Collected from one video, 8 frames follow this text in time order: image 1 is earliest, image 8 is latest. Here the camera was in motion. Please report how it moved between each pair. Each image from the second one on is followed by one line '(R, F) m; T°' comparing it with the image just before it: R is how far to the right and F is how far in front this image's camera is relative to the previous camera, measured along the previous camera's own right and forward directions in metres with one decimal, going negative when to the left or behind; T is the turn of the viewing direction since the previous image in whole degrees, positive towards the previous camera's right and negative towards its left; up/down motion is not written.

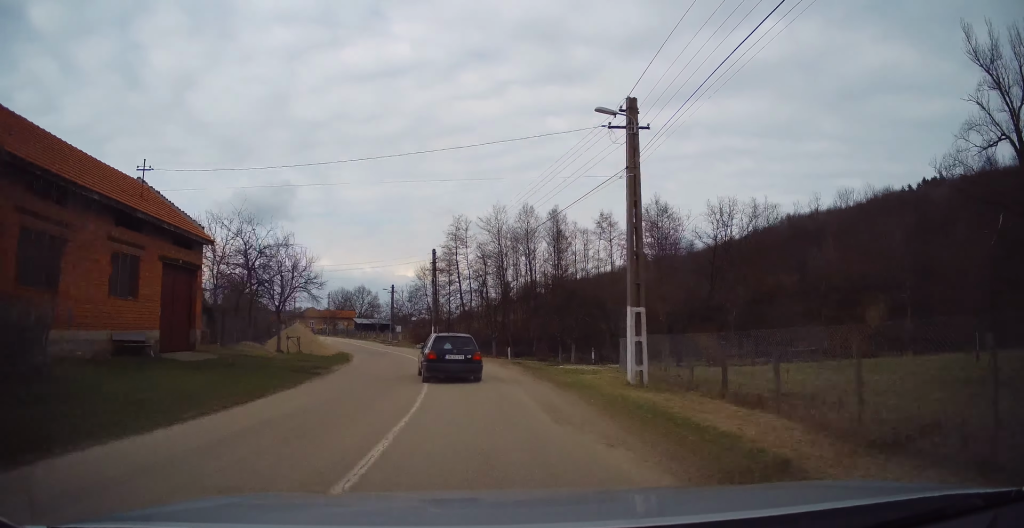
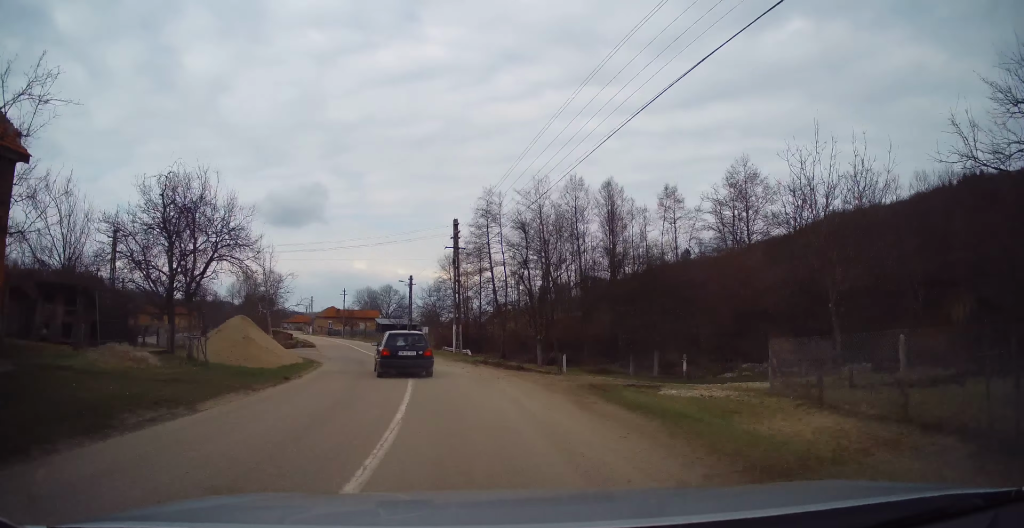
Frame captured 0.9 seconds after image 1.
(+0.3, +12.0) m; -1°
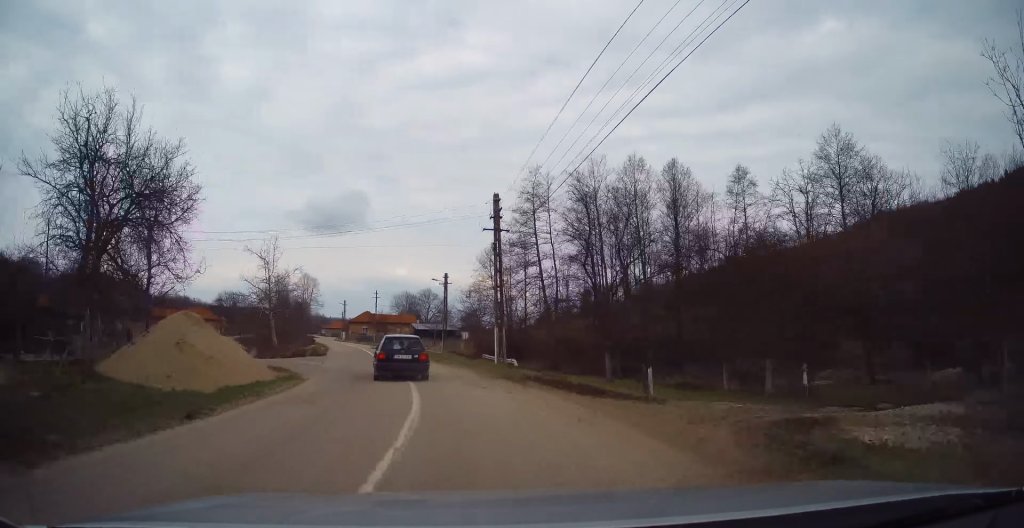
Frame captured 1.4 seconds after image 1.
(-0.1, +7.1) m; -3°
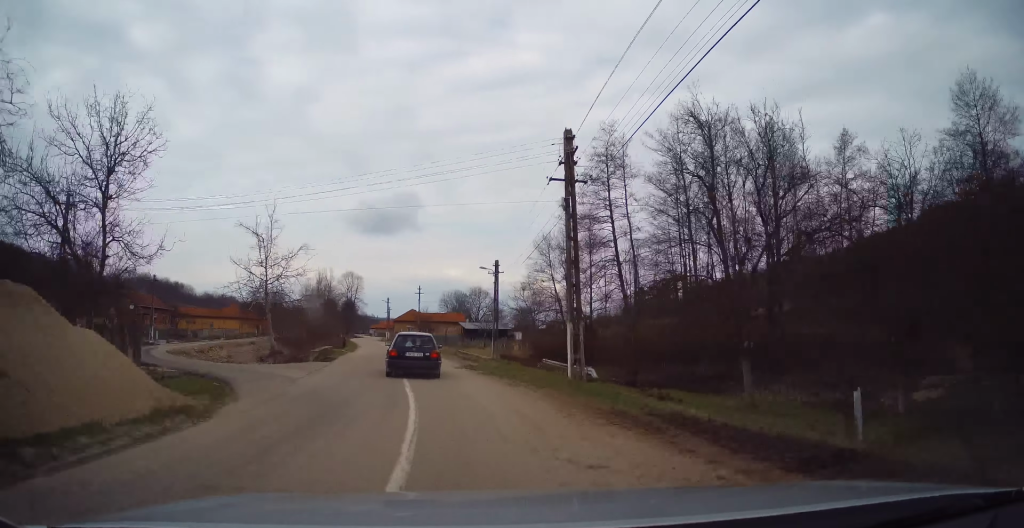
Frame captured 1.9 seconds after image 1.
(-0.2, +8.1) m; -5°
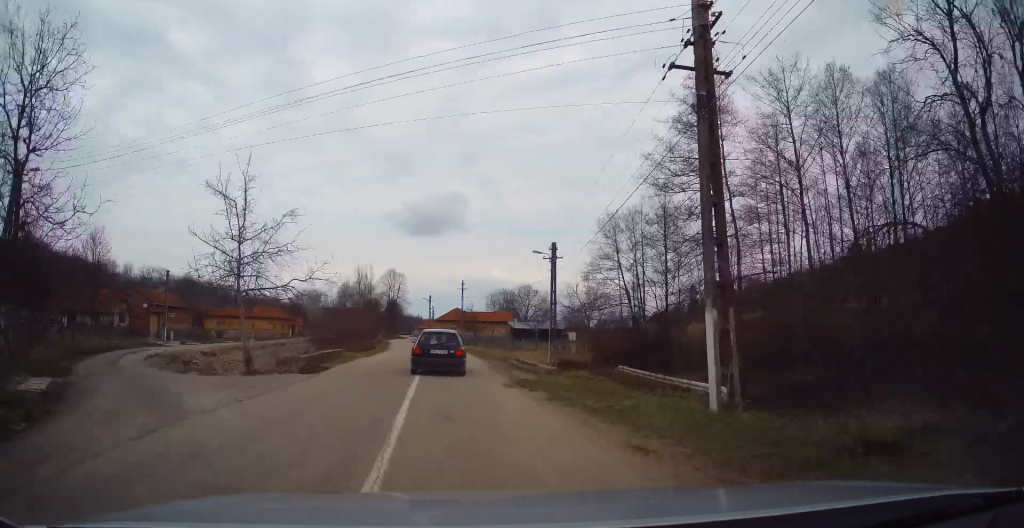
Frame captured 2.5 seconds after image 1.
(-0.5, +7.8) m; -4°
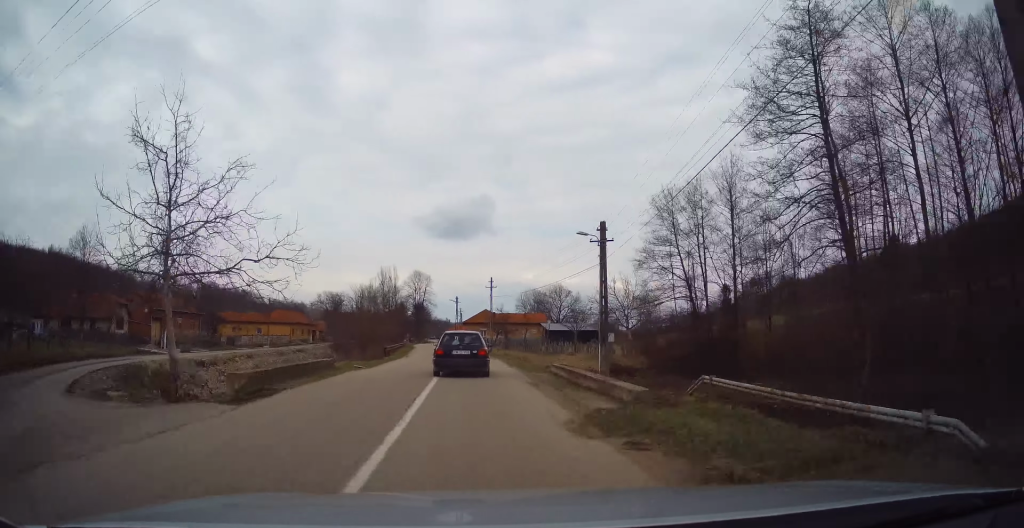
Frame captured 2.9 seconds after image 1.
(-0.2, +6.4) m; -3°
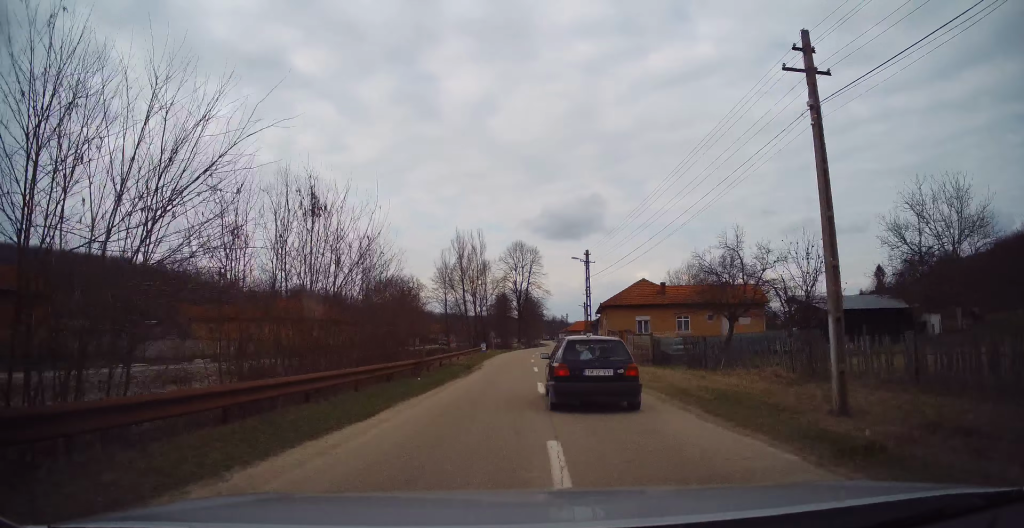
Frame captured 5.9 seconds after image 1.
(-5.9, +47.5) m; -13°
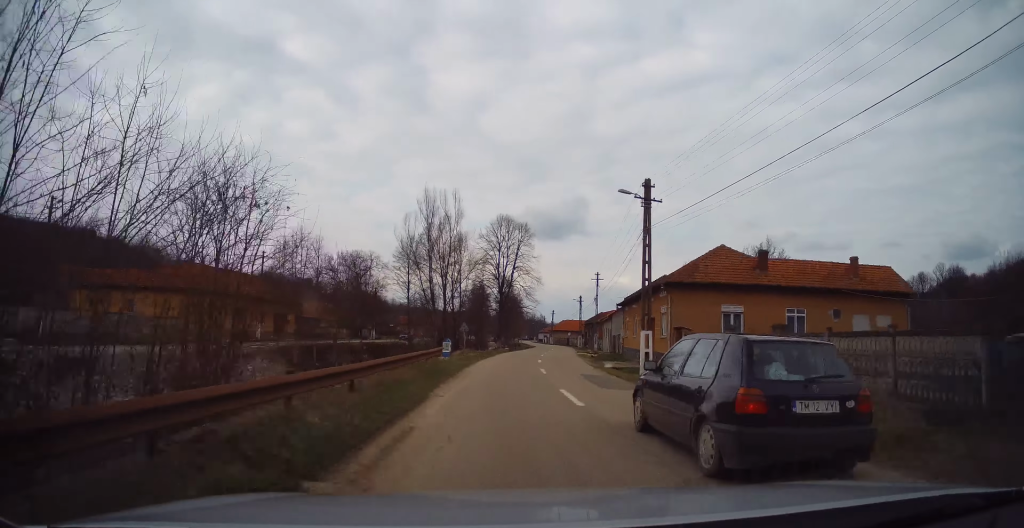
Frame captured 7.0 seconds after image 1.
(-1.2, +19.8) m; -3°
